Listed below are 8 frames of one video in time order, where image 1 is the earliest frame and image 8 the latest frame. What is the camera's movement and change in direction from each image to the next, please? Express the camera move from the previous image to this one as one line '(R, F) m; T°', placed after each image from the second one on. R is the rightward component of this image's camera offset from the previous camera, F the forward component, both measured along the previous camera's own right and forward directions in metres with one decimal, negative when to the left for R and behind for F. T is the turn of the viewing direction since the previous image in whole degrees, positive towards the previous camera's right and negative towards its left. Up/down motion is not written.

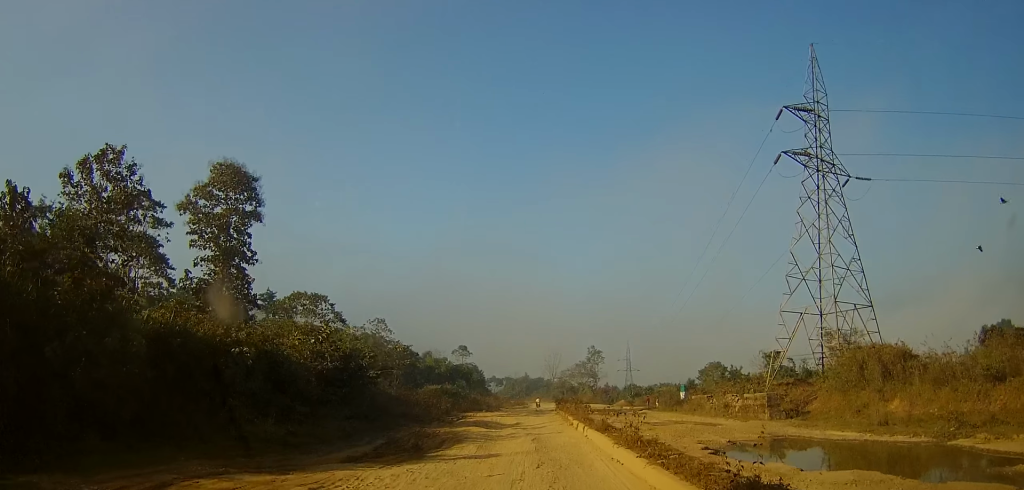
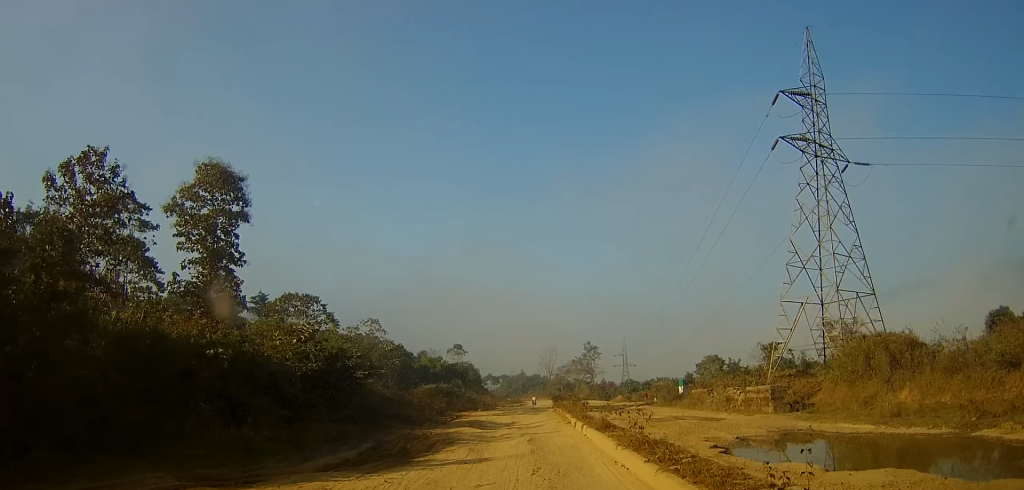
(0.0, +1.2) m; -1°
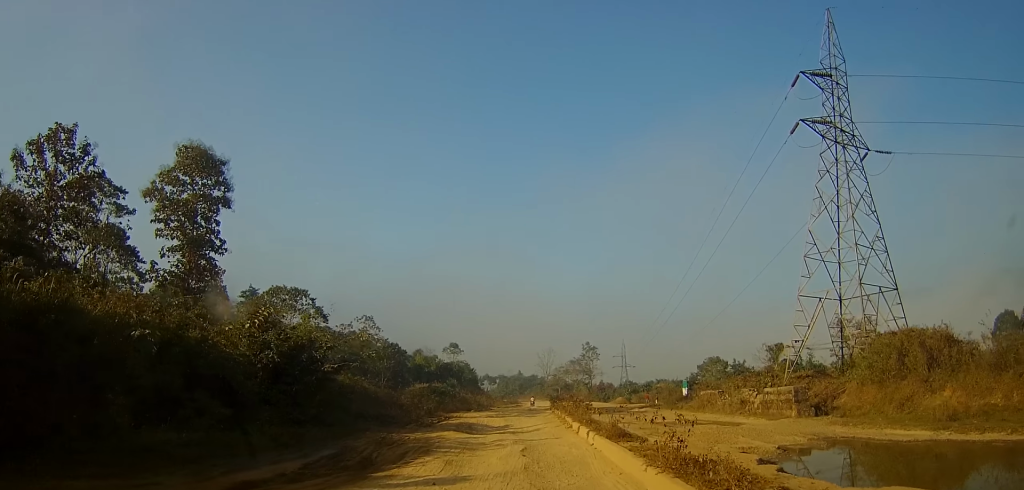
(0.0, +3.5) m; +2°
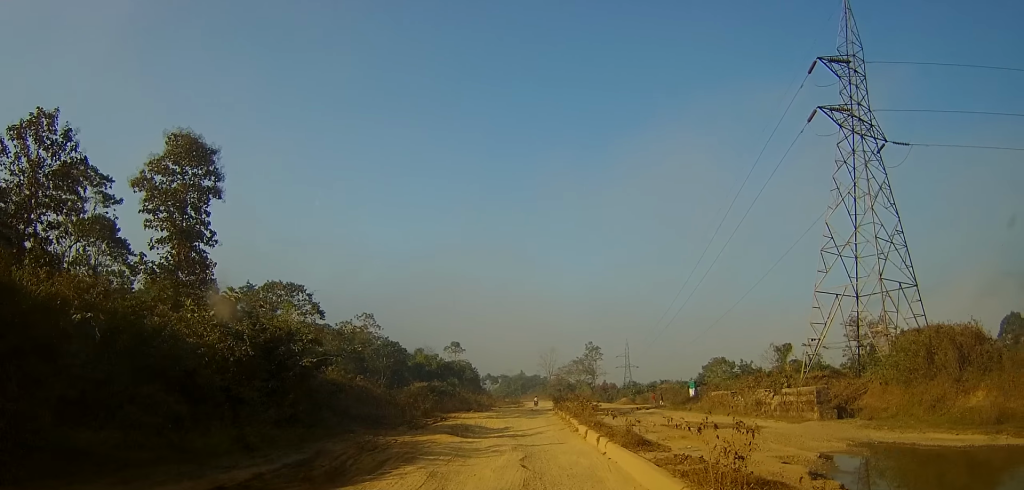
(+0.1, +2.1) m; +1°
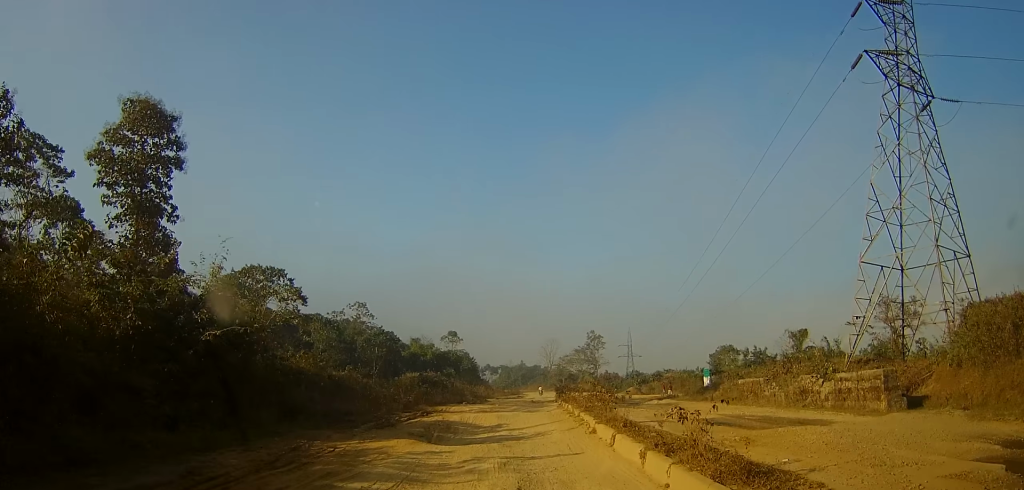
(0.0, +6.5) m; -1°
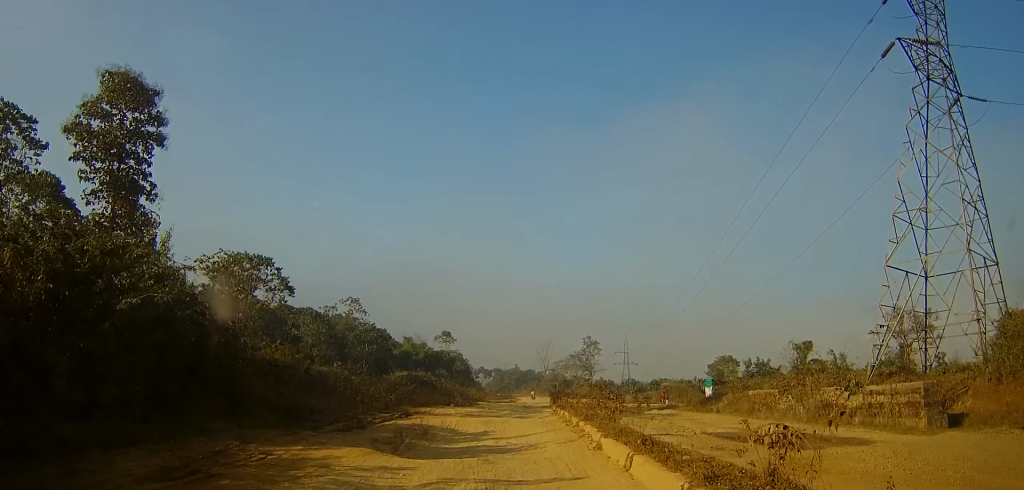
(0.0, +4.5) m; 0°
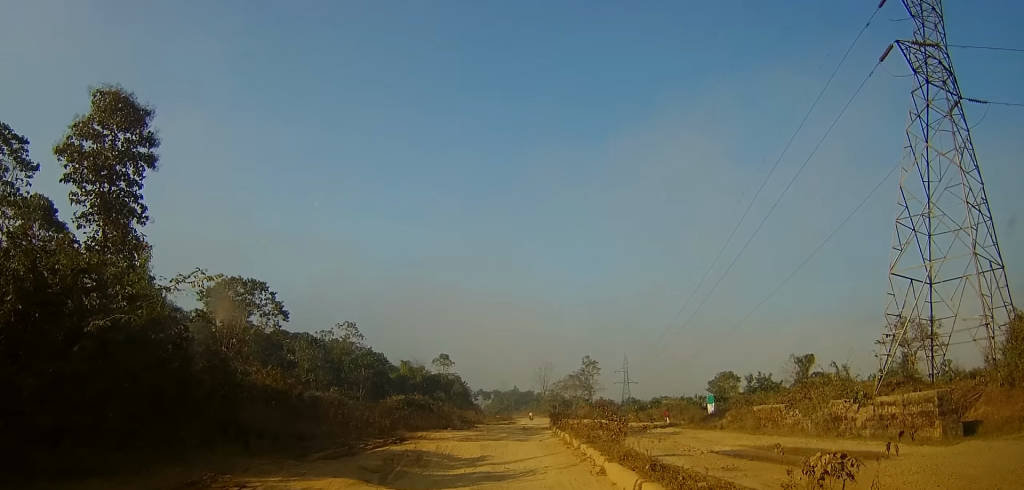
(0.0, +1.2) m; 0°
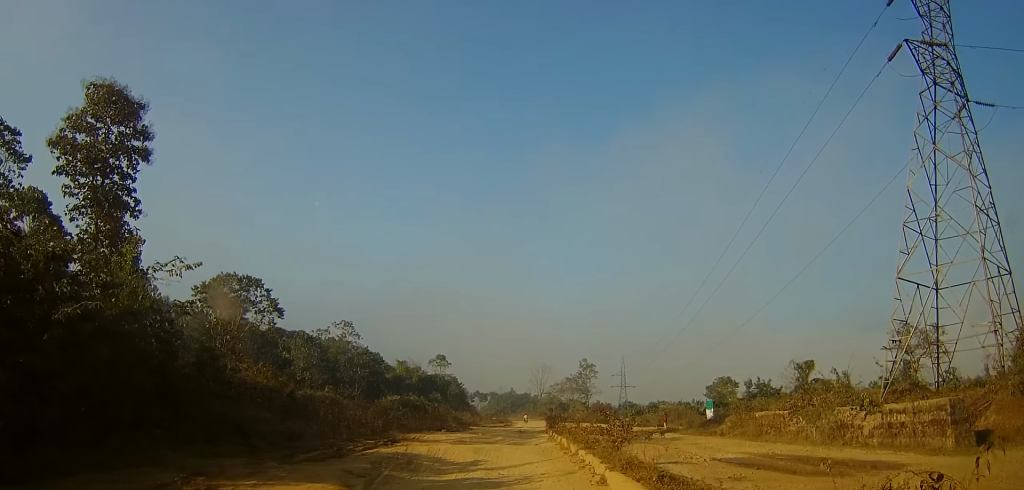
(0.0, +1.3) m; 0°
